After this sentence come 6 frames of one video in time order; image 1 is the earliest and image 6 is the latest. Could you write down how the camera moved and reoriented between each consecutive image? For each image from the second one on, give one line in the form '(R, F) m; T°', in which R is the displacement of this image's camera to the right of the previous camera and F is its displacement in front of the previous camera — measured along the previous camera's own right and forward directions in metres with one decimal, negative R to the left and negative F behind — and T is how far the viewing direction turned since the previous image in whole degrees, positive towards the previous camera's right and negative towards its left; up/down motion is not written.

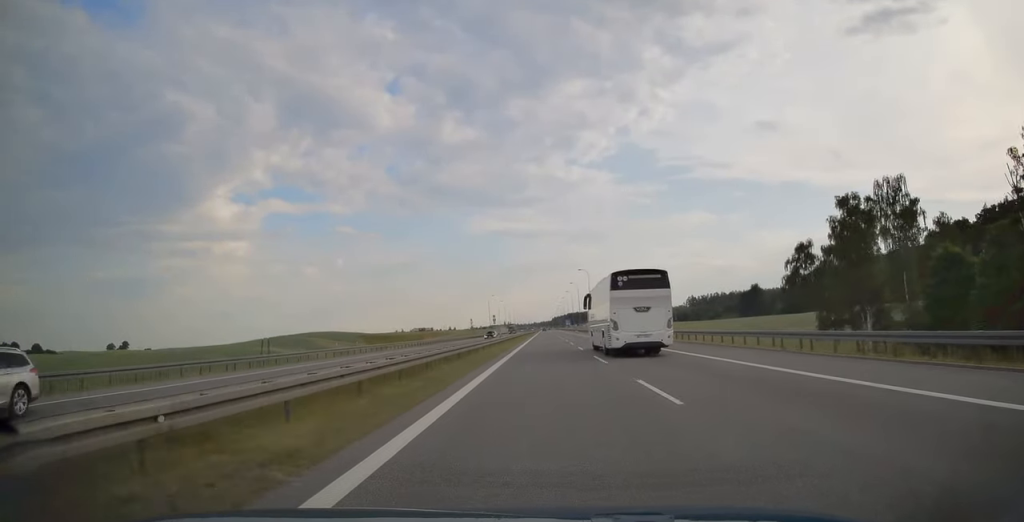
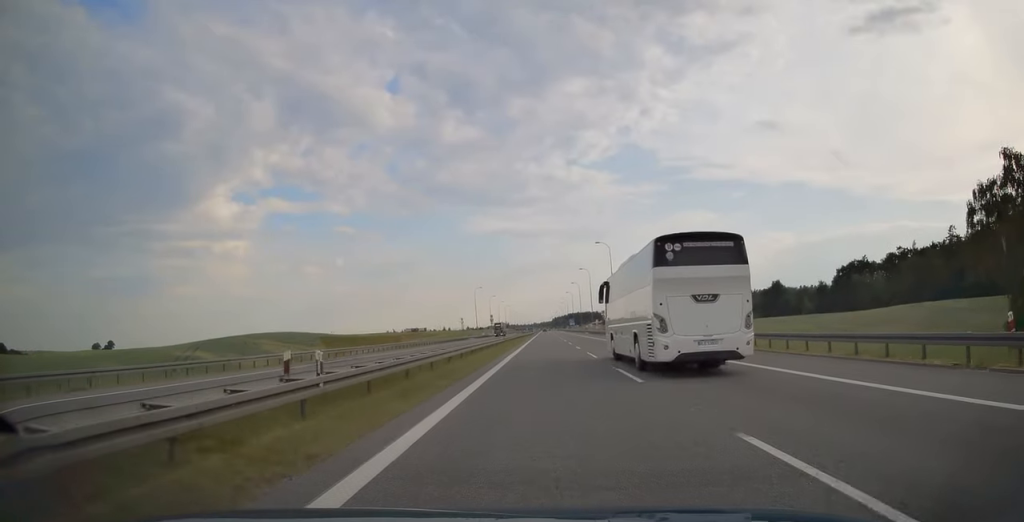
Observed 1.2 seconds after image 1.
(+0.1, +43.5) m; 0°
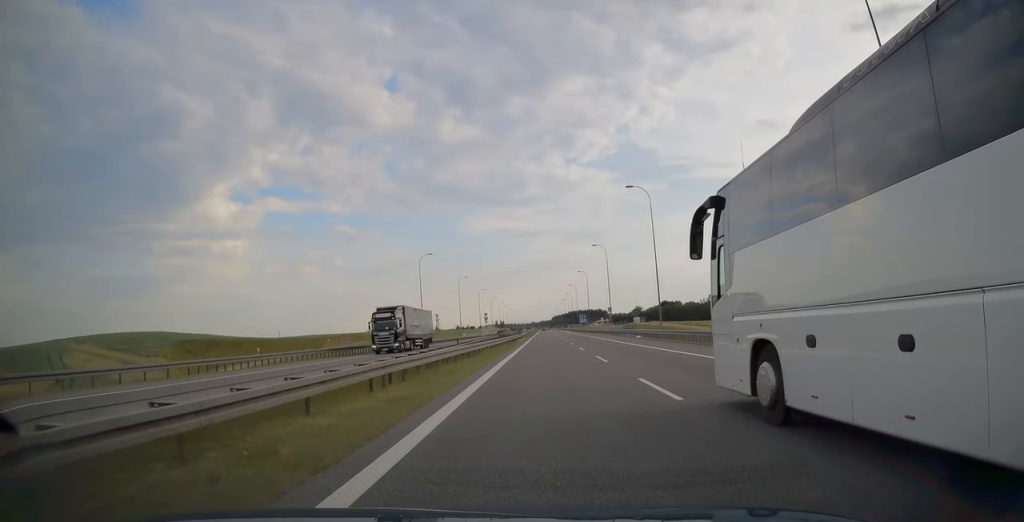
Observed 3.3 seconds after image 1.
(-0.2, +76.0) m; 0°
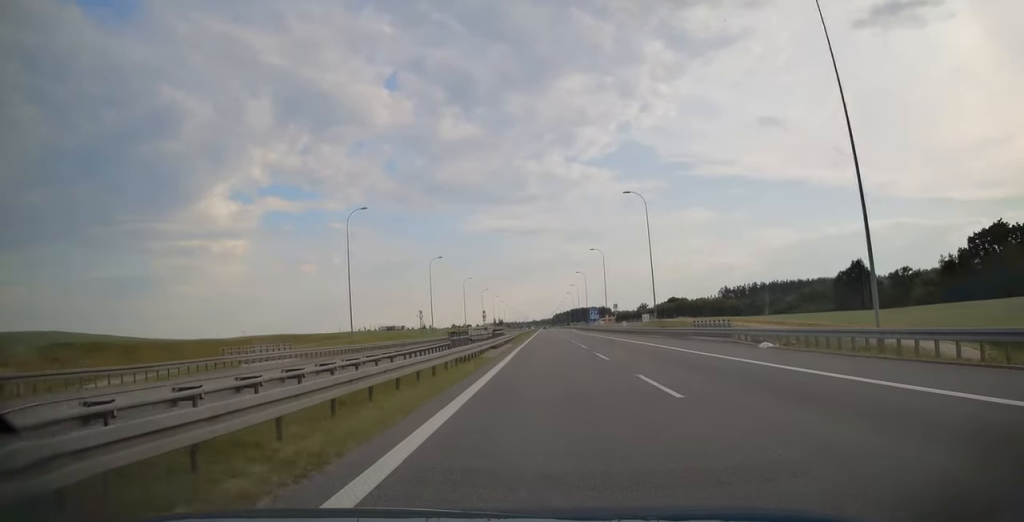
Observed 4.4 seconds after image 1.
(0.0, +36.6) m; 0°
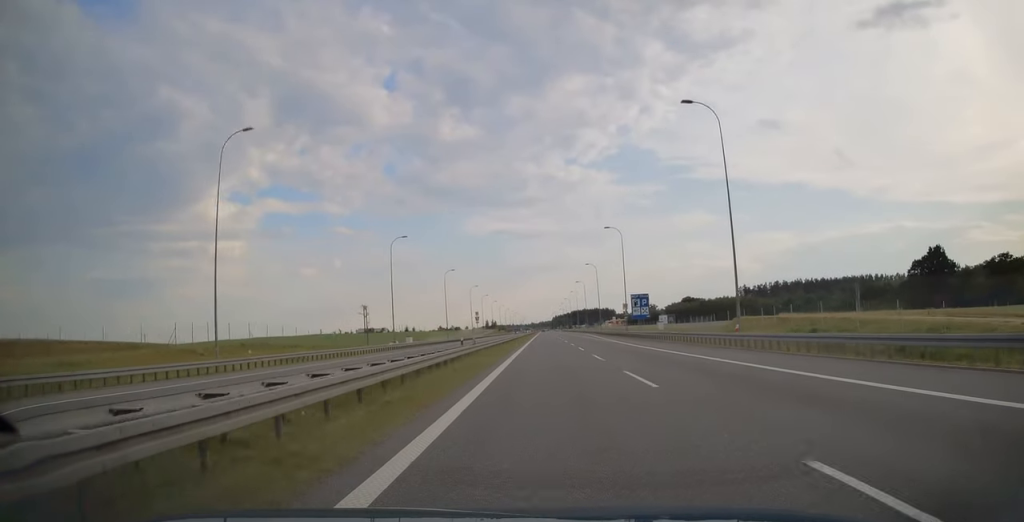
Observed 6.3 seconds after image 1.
(+0.4, +69.6) m; 0°
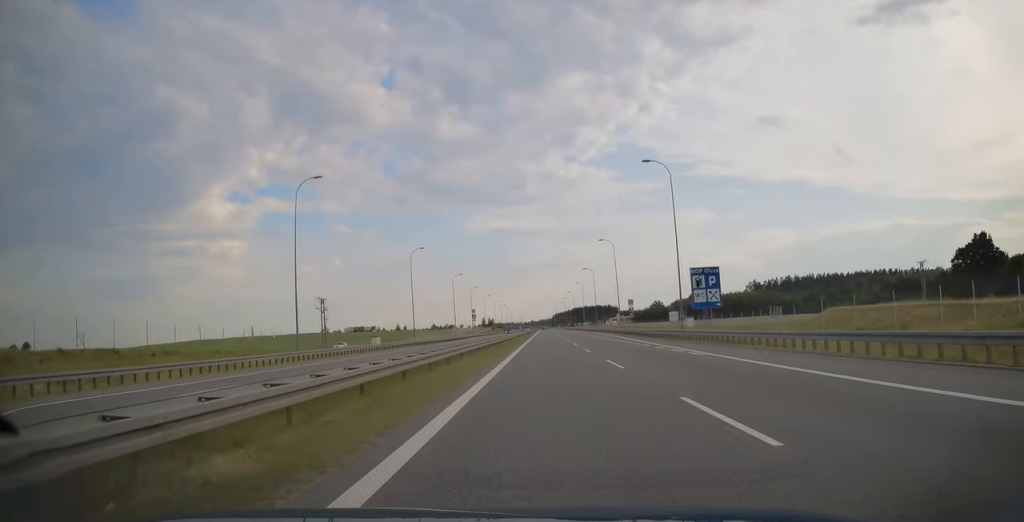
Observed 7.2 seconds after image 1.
(-0.1, +30.7) m; 0°
